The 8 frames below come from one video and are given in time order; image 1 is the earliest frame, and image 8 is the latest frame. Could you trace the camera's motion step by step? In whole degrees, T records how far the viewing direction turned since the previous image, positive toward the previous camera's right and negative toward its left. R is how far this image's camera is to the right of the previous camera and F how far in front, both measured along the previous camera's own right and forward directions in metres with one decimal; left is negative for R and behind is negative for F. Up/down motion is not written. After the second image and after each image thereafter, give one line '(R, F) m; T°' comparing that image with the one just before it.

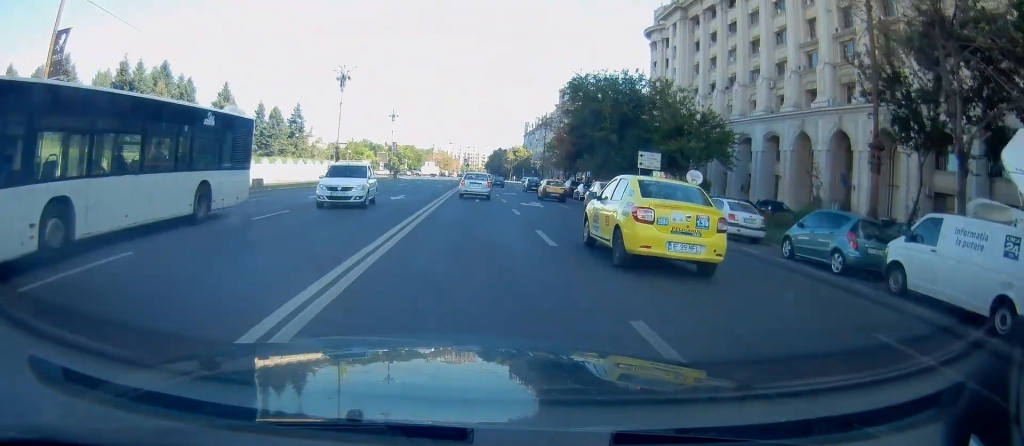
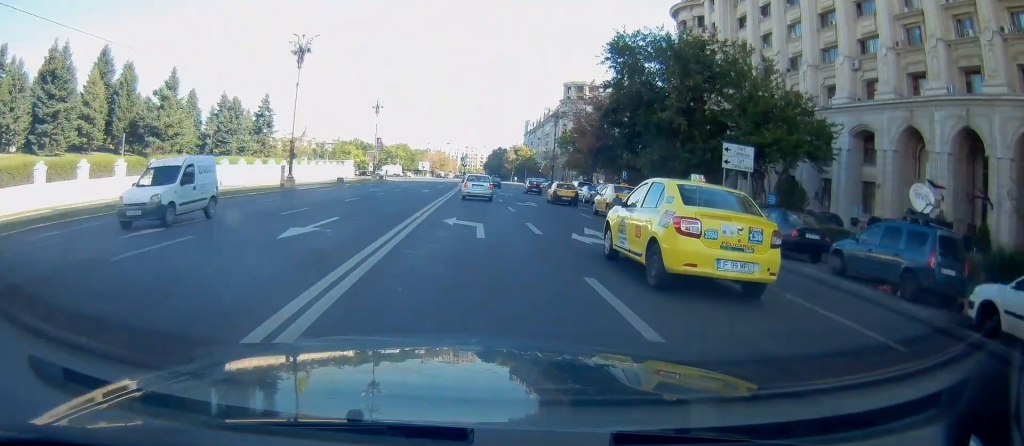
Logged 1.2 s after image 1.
(-0.2, +14.8) m; 0°
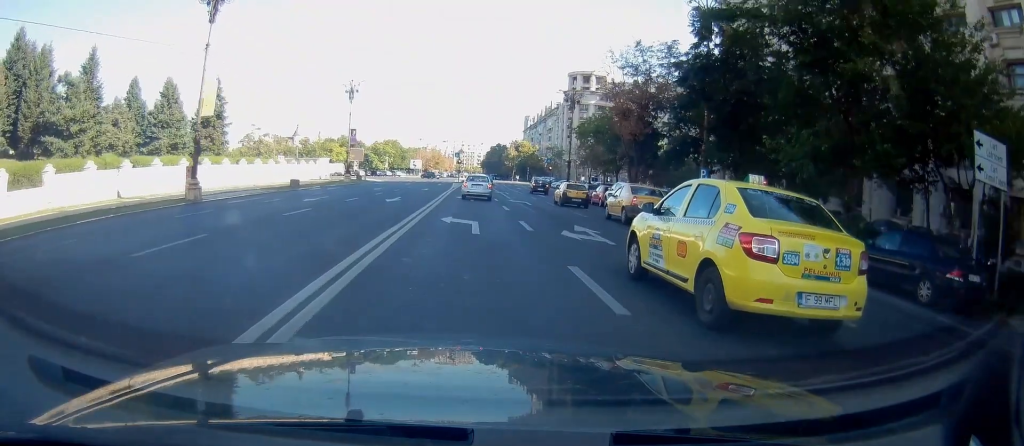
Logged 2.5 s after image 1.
(+0.3, +16.6) m; +2°
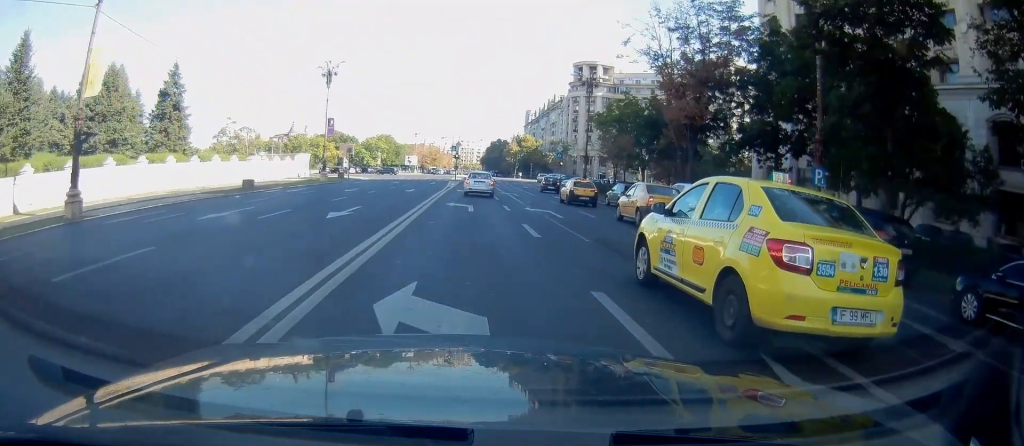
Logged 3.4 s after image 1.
(+0.1, +11.1) m; +1°
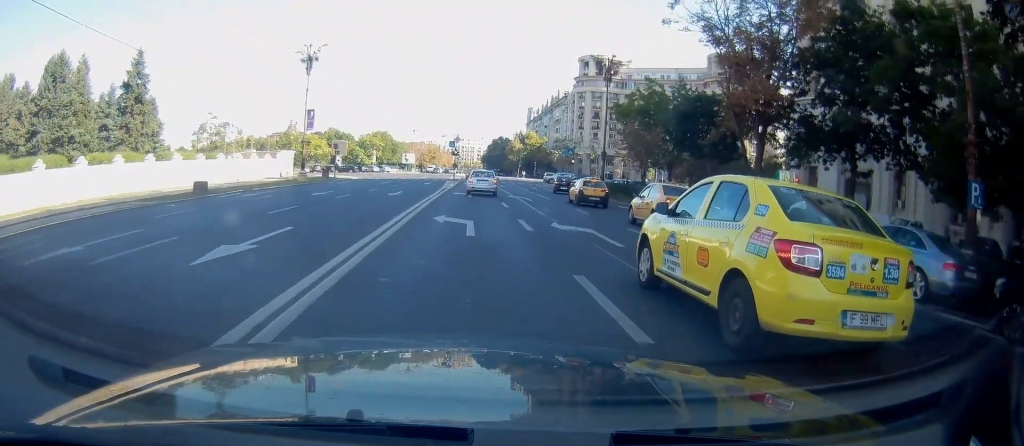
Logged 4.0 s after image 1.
(0.0, +8.1) m; 0°
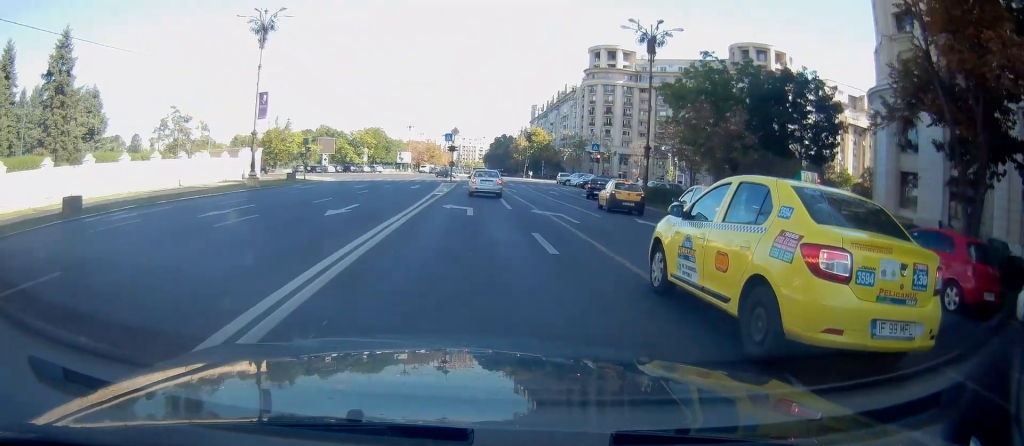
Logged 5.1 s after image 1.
(0.0, +13.3) m; +1°
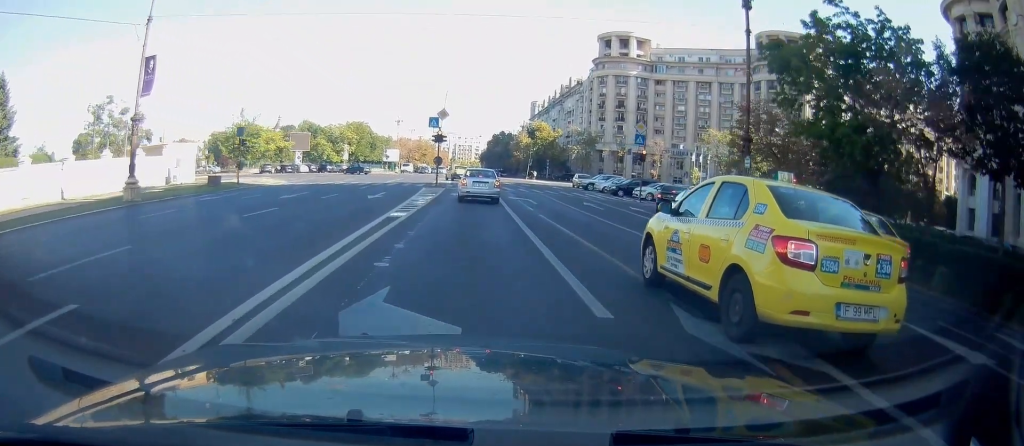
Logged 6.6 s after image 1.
(+0.5, +17.4) m; +2°
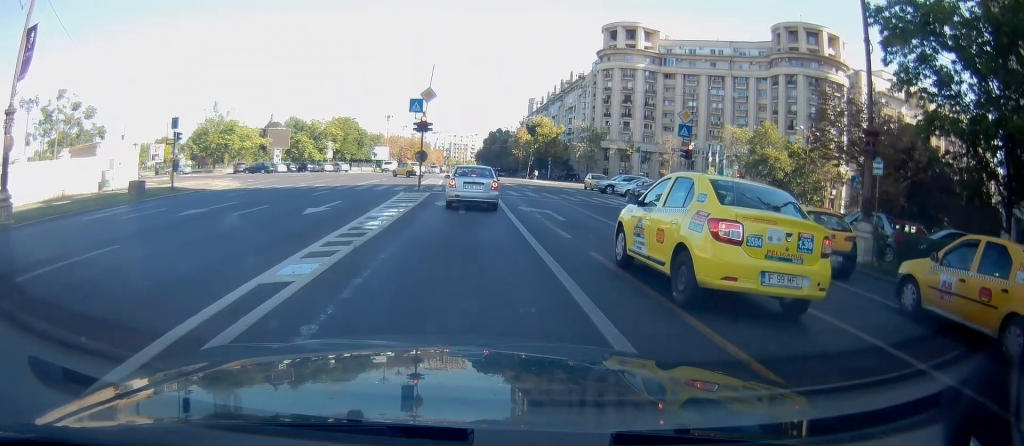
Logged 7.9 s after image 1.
(-0.1, +11.1) m; -1°
